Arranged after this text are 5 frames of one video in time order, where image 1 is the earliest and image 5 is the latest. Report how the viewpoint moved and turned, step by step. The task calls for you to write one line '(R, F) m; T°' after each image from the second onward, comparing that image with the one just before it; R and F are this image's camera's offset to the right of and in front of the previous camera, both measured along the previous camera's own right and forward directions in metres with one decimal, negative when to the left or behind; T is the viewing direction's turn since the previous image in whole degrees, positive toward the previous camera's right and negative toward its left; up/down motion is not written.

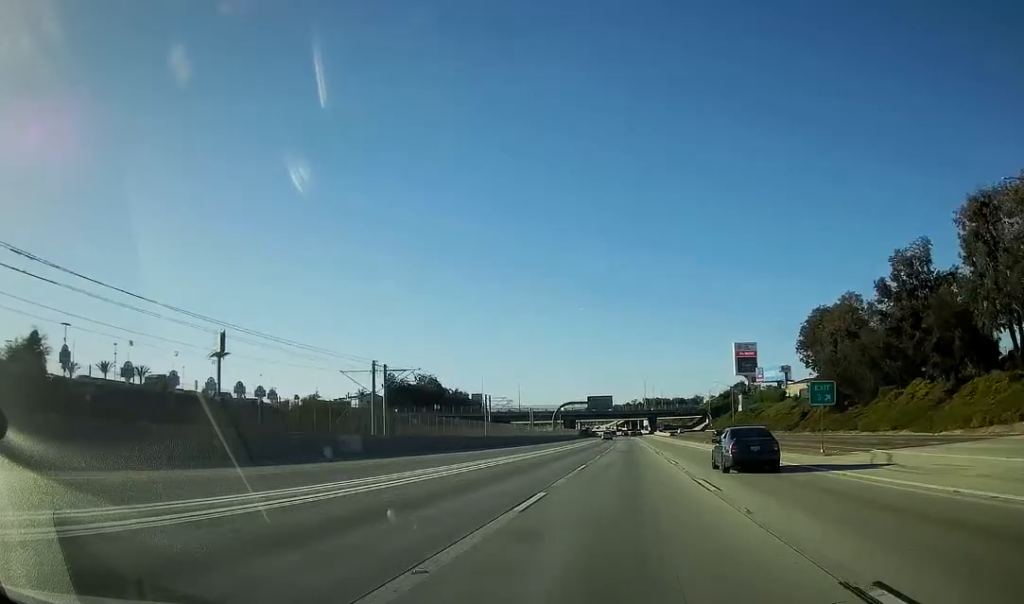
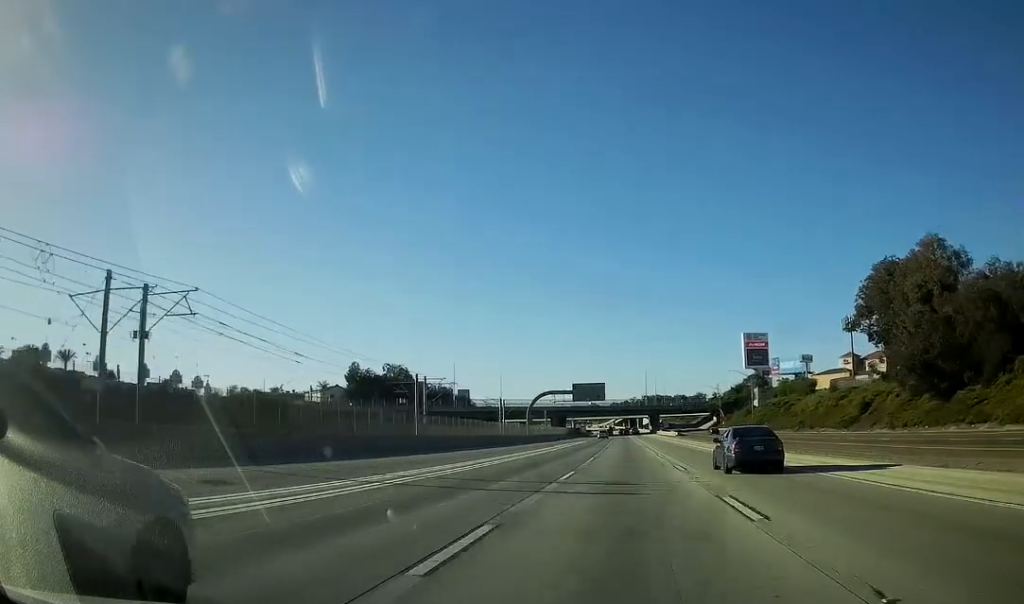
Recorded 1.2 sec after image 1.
(0.0, +35.0) m; 0°
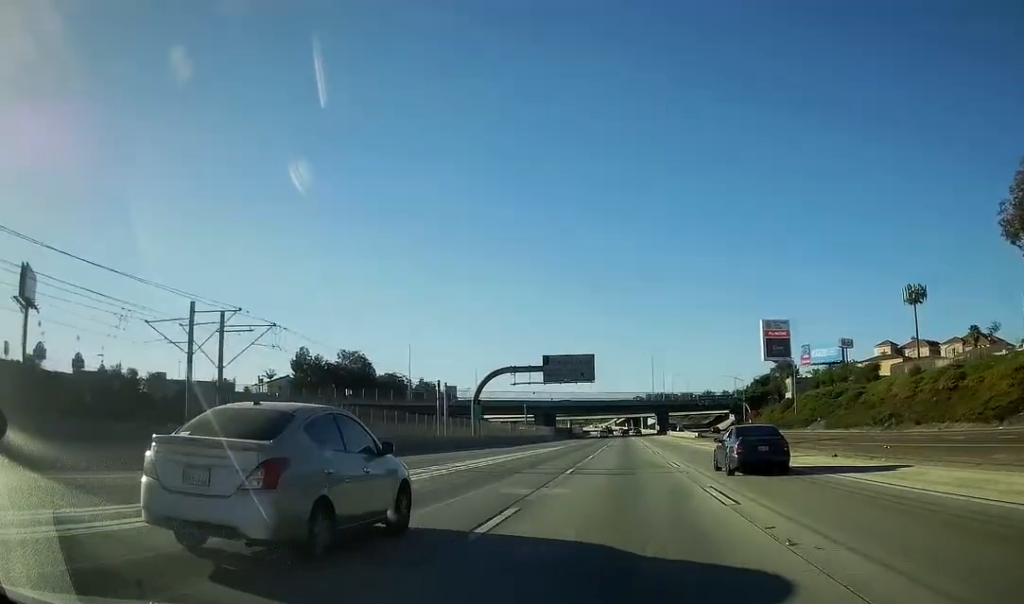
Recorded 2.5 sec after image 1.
(+0.1, +41.2) m; 0°
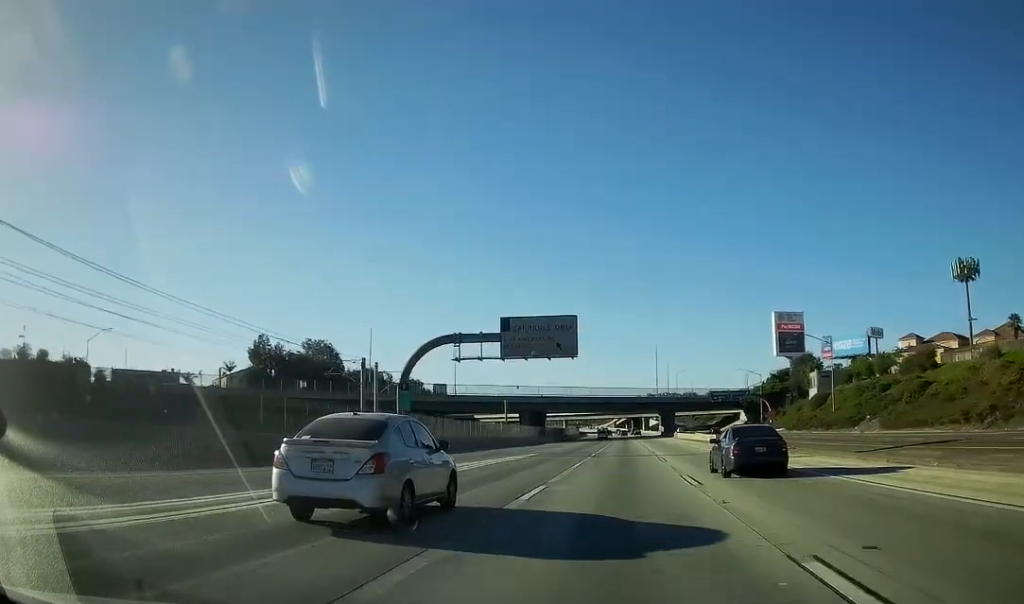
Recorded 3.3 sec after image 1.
(+0.1, +24.3) m; -1°
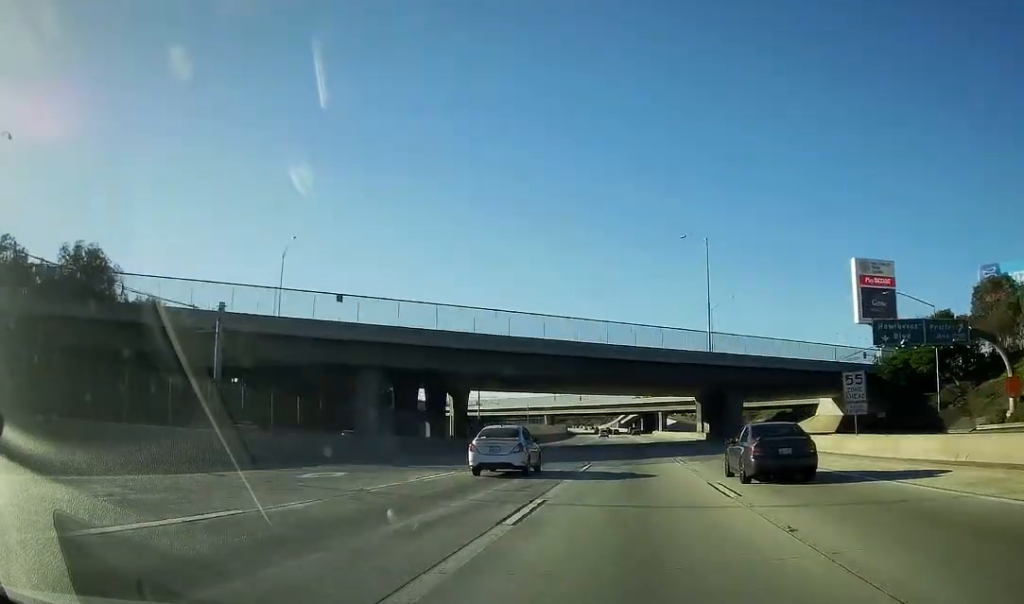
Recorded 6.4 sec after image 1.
(-0.6, +92.2) m; 0°
